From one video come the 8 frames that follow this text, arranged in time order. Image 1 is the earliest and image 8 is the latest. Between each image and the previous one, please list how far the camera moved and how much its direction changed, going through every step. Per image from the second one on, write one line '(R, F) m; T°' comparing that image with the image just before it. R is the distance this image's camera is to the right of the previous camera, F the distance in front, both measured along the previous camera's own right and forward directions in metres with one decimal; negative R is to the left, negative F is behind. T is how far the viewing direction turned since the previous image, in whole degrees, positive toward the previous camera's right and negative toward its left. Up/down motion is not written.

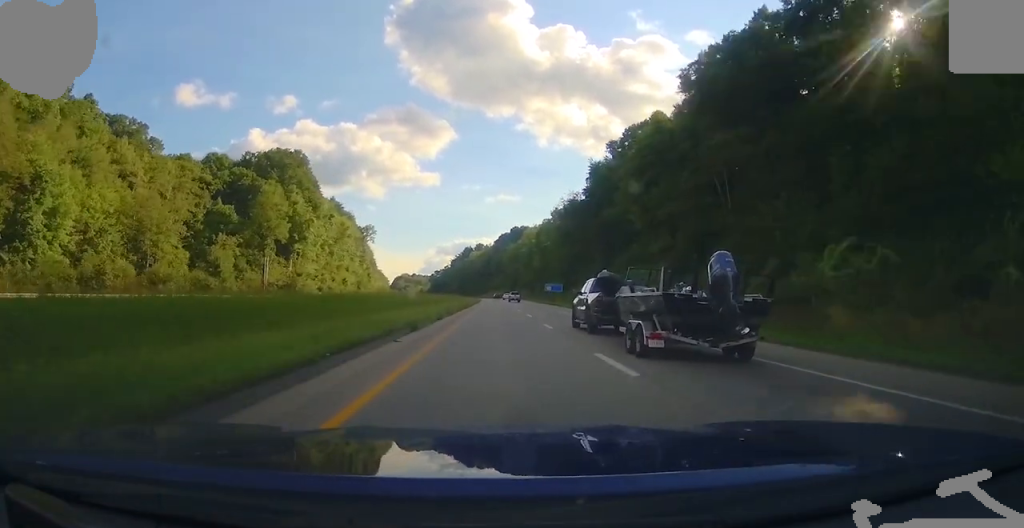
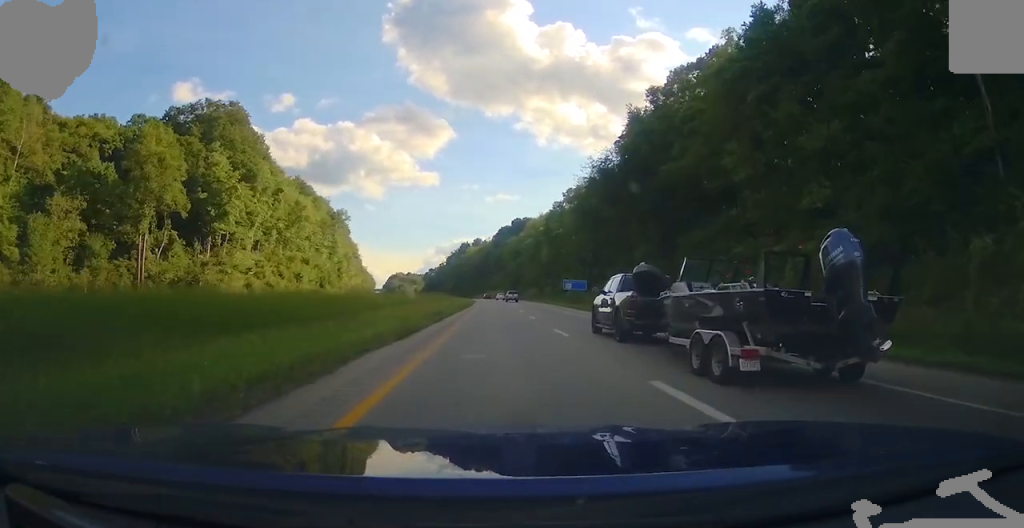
(0.0, +40.5) m; 0°
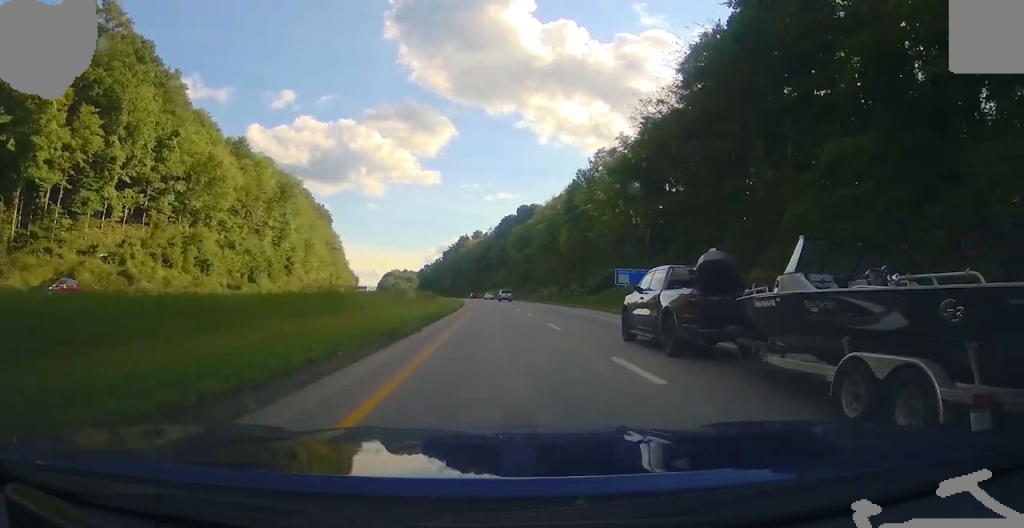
(-0.1, +46.3) m; 0°
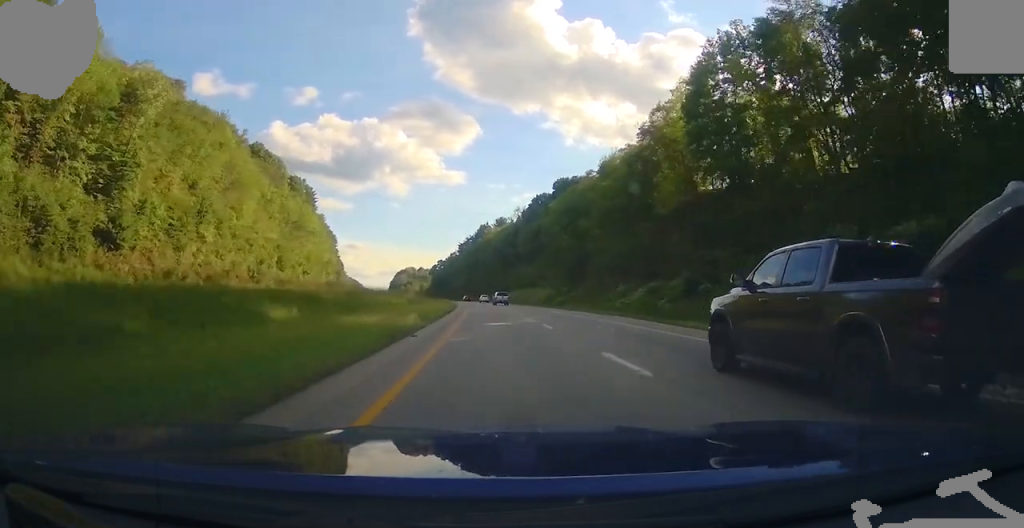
(-0.7, +72.2) m; -3°
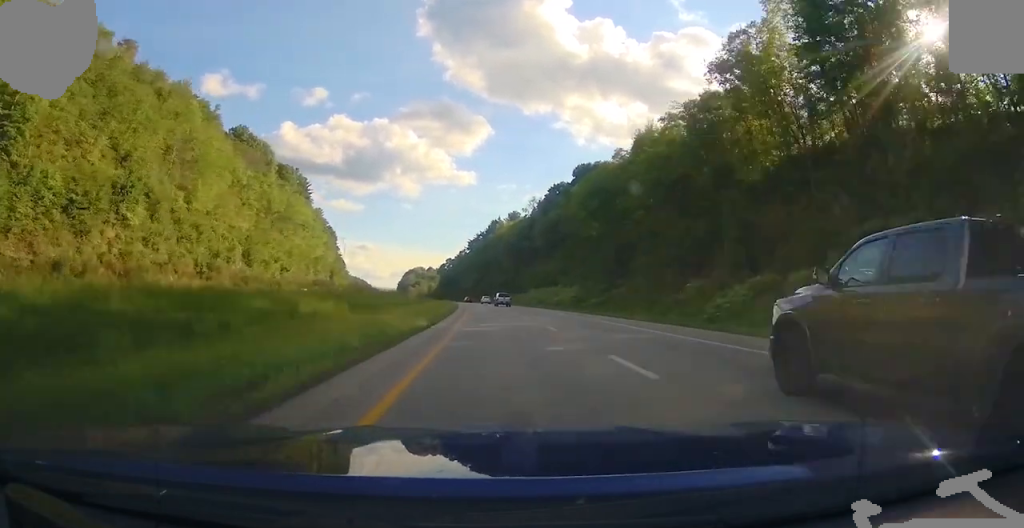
(-0.7, +24.2) m; -1°
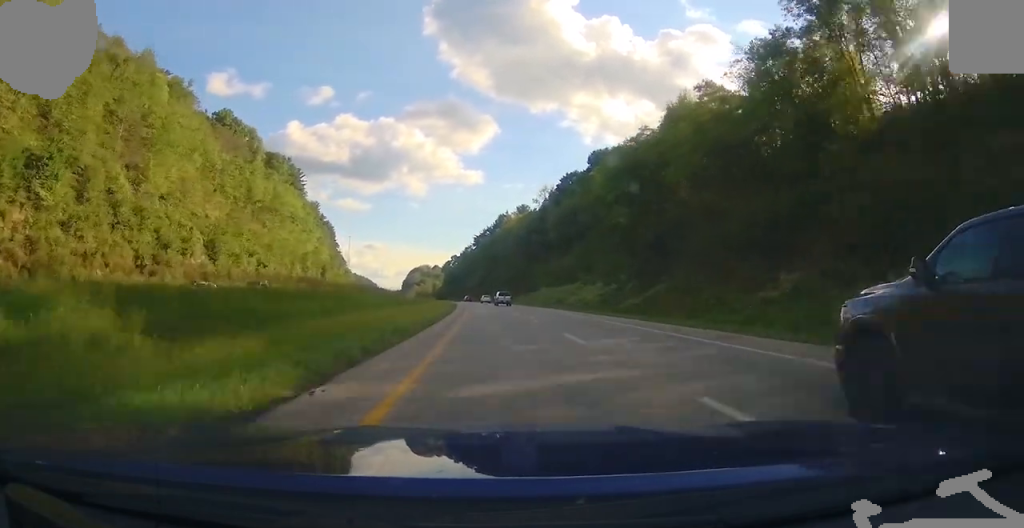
(-0.1, +17.5) m; -1°
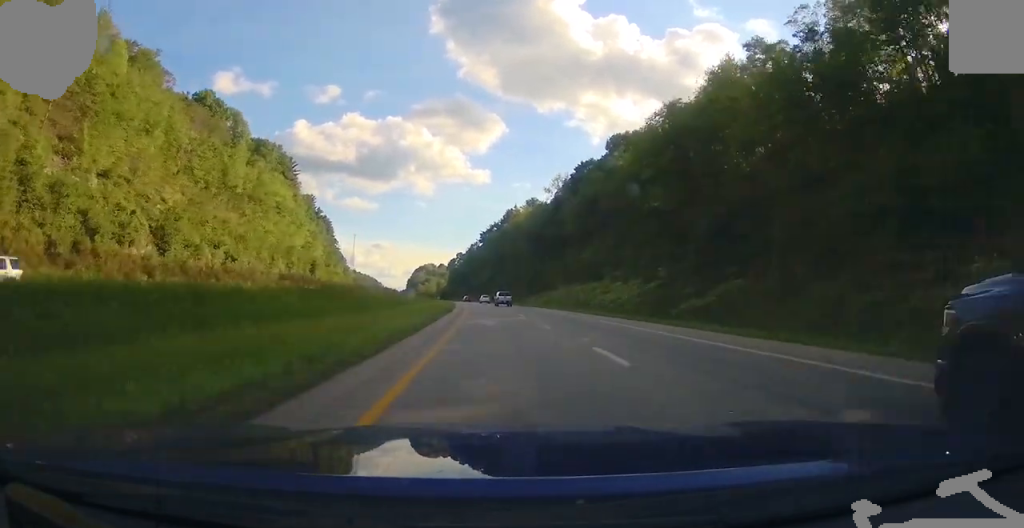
(+0.1, +17.5) m; 0°
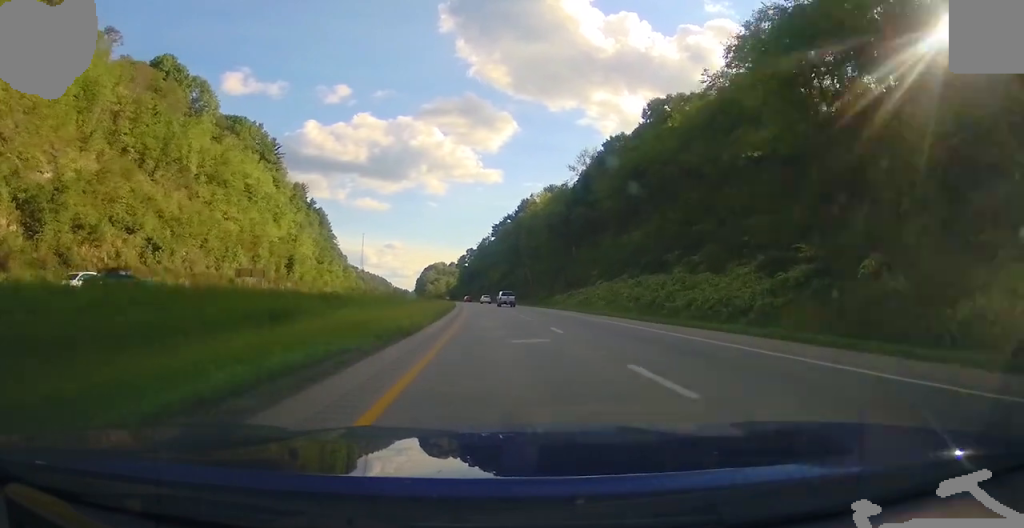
(-0.4, +28.3) m; -1°
